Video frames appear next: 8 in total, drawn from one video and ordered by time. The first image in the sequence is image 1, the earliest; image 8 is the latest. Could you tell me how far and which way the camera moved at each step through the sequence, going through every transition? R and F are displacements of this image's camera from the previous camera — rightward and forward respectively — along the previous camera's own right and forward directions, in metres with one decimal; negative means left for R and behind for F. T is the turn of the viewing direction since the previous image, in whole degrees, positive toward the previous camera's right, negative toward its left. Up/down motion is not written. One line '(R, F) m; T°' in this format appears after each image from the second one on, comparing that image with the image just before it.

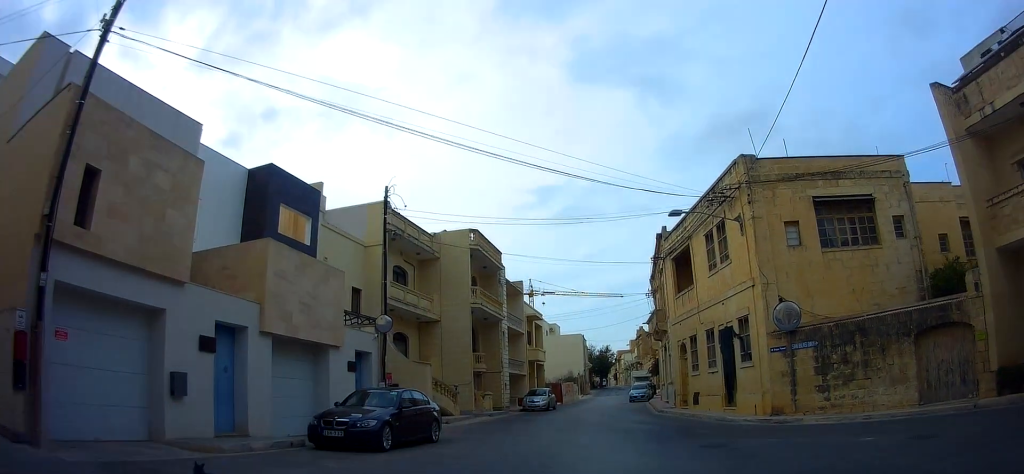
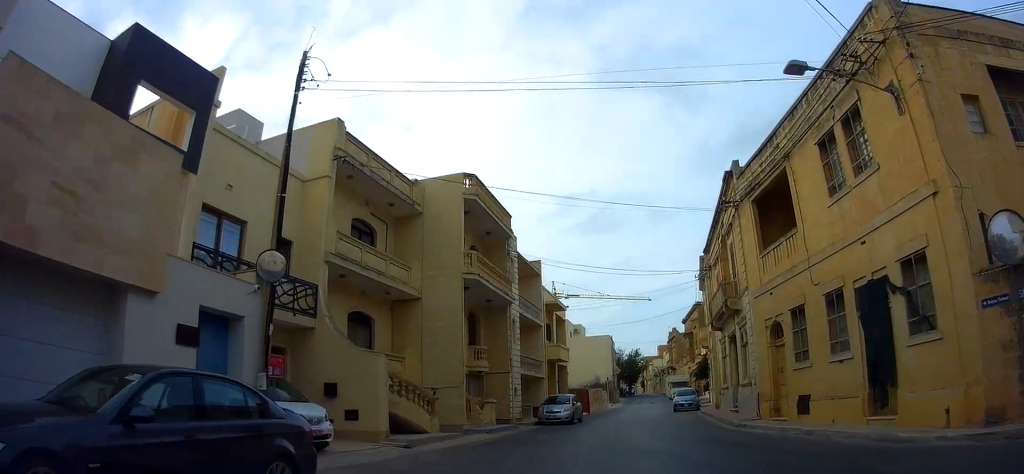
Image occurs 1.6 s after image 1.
(-0.9, +9.1) m; 0°
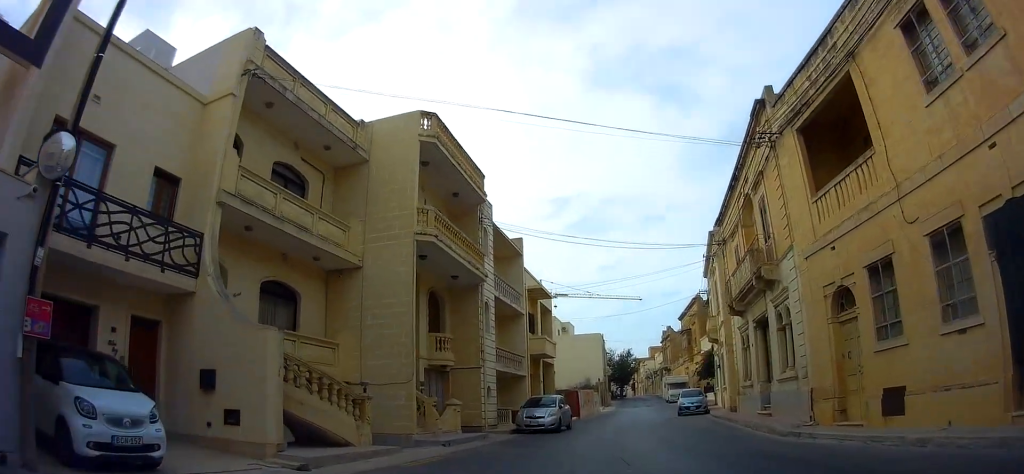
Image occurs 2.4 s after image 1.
(+0.4, +4.6) m; +1°
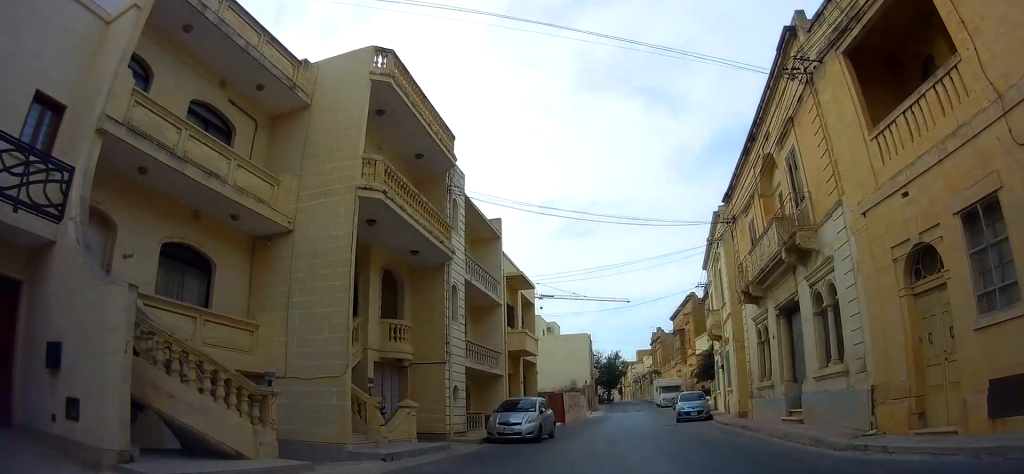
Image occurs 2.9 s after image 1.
(+0.4, +3.1) m; -1°
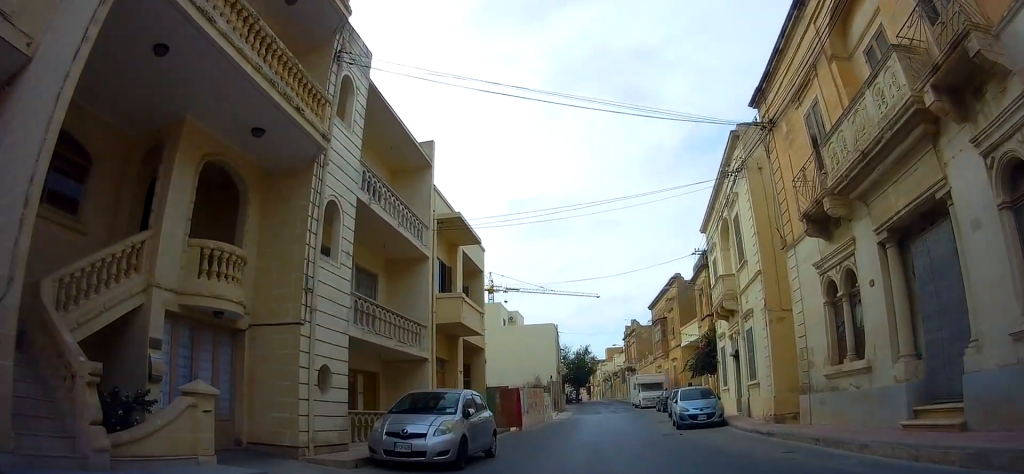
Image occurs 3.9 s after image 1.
(-0.9, +7.3) m; 0°
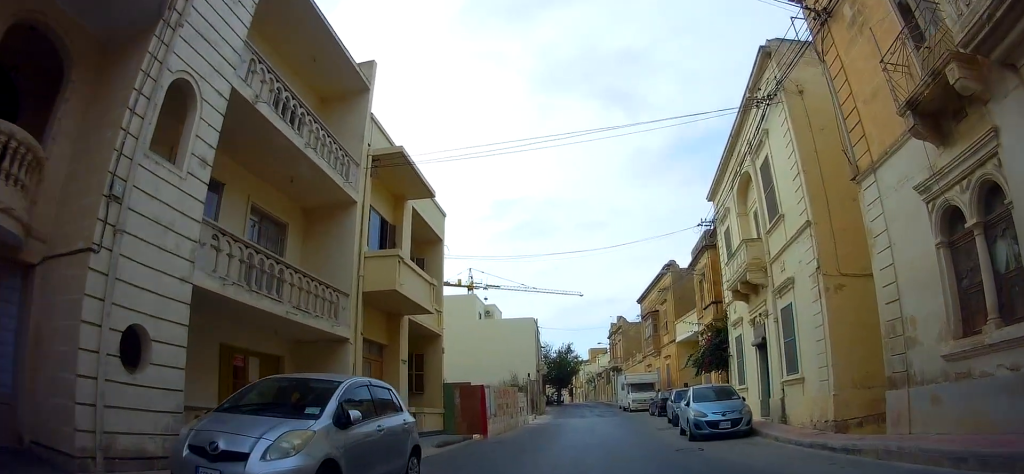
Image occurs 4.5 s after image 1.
(+0.5, +4.8) m; +4°
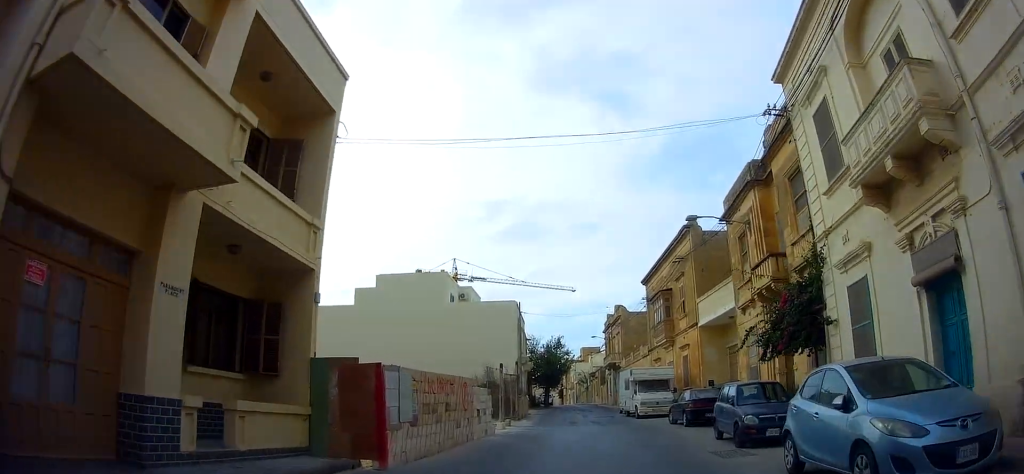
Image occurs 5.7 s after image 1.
(+0.3, +9.2) m; +1°
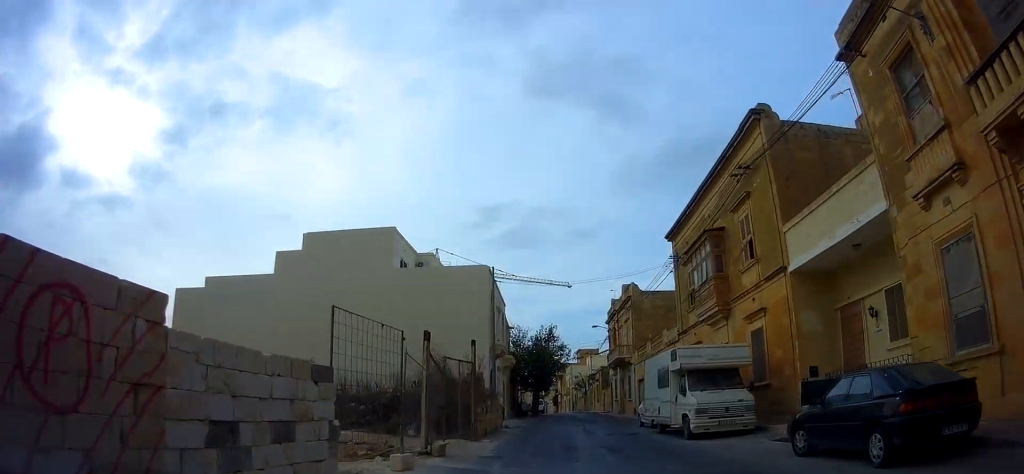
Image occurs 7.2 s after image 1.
(-0.1, +12.8) m; 0°
